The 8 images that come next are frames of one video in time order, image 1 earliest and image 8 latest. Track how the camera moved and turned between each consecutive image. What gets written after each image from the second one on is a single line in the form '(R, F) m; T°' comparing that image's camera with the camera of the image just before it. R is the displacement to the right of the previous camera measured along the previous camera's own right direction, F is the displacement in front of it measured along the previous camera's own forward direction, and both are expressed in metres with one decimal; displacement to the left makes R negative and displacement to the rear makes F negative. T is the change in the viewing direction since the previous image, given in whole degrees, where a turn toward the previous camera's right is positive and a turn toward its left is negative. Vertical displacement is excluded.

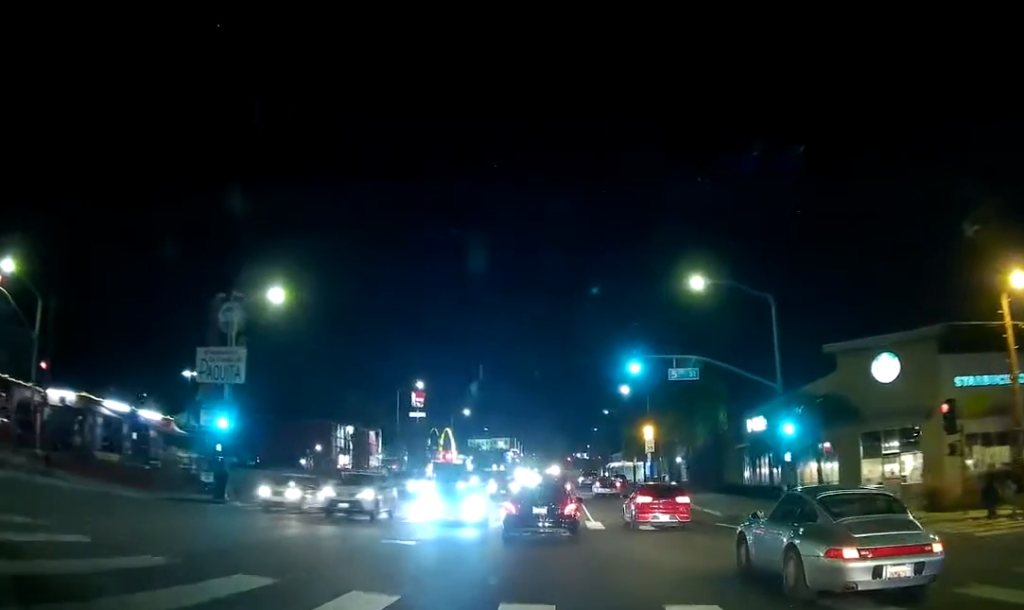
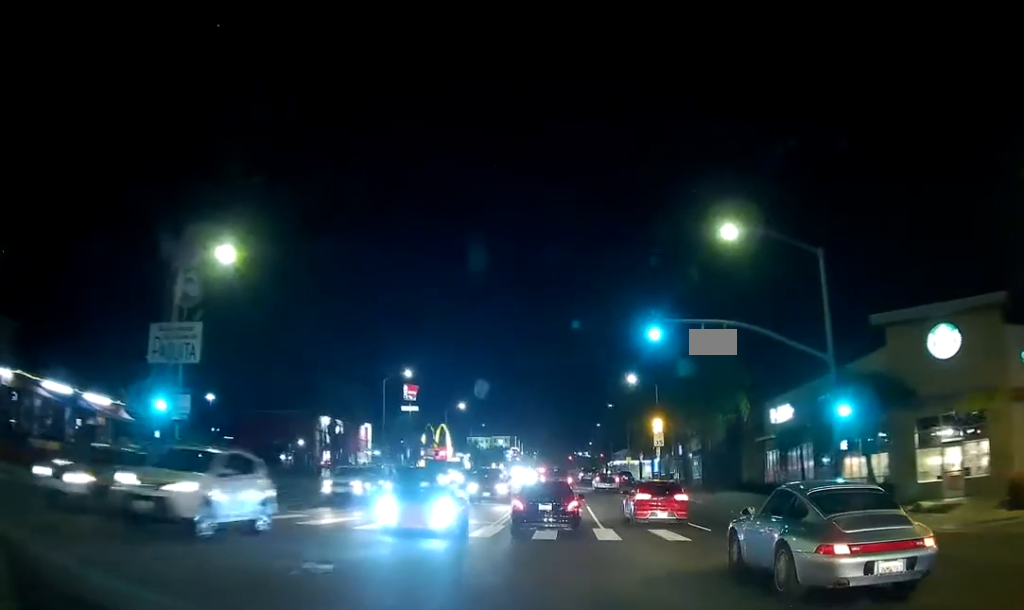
(+0.1, +6.7) m; +1°
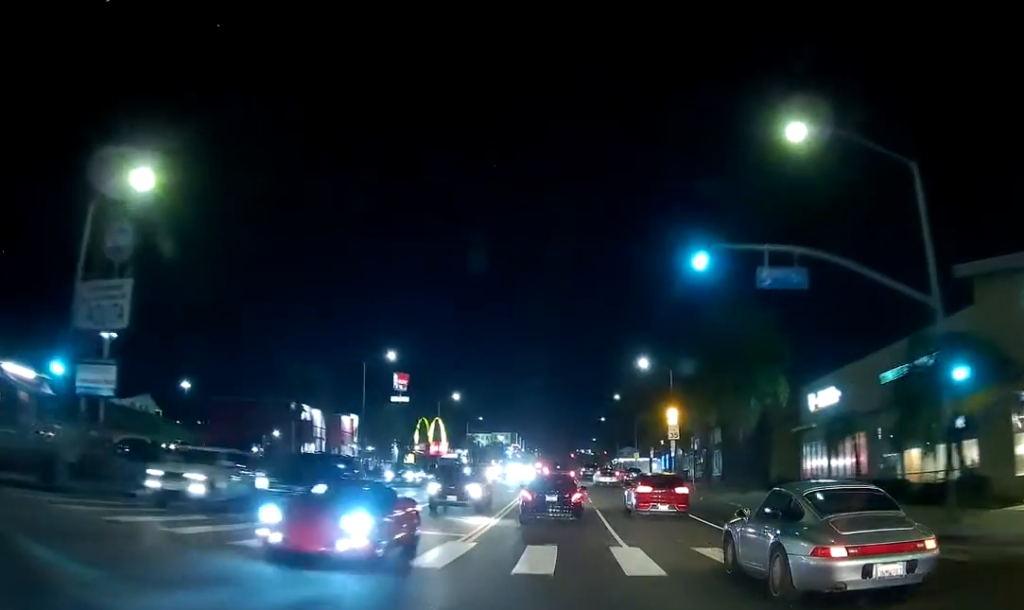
(0.0, +7.8) m; -1°
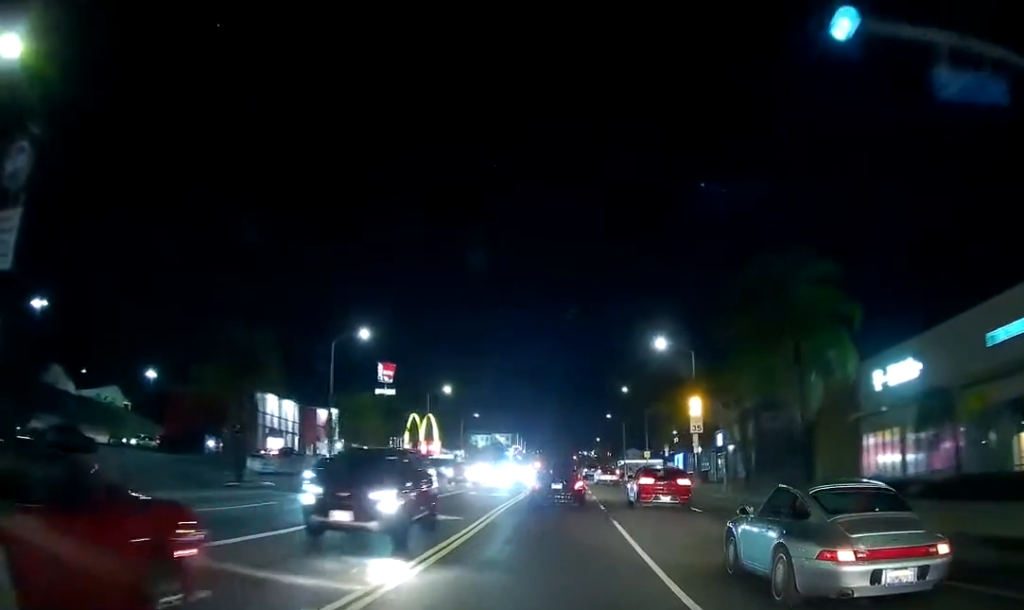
(-0.1, +9.6) m; -3°
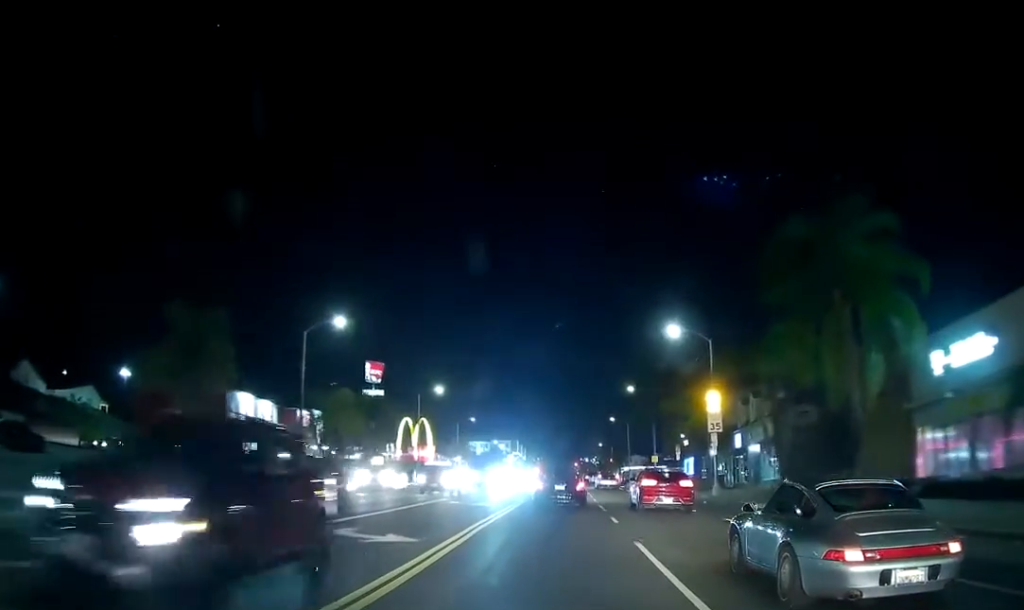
(-0.4, +6.1) m; 0°
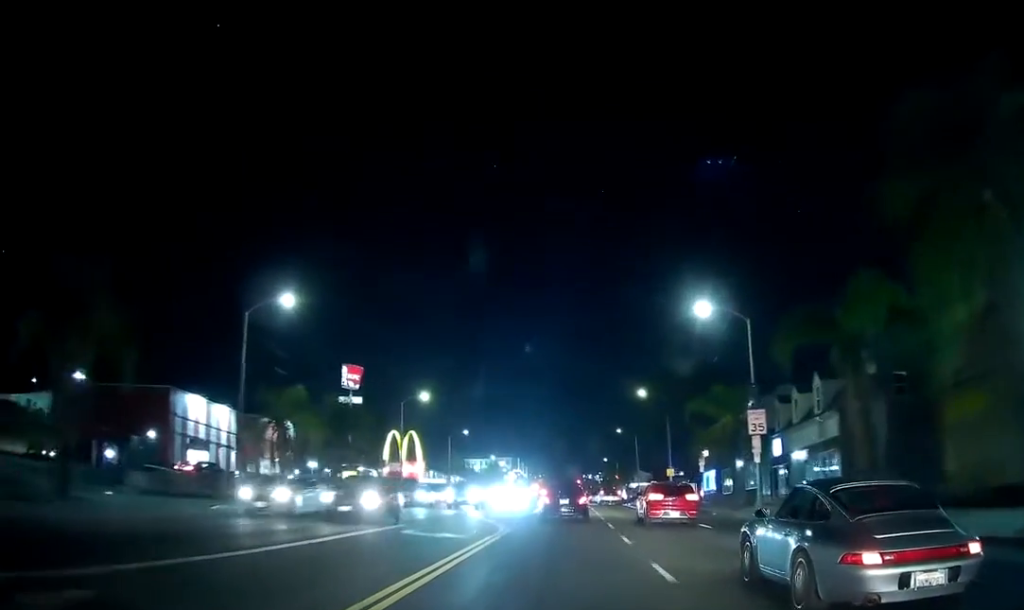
(+0.3, +8.9) m; +2°
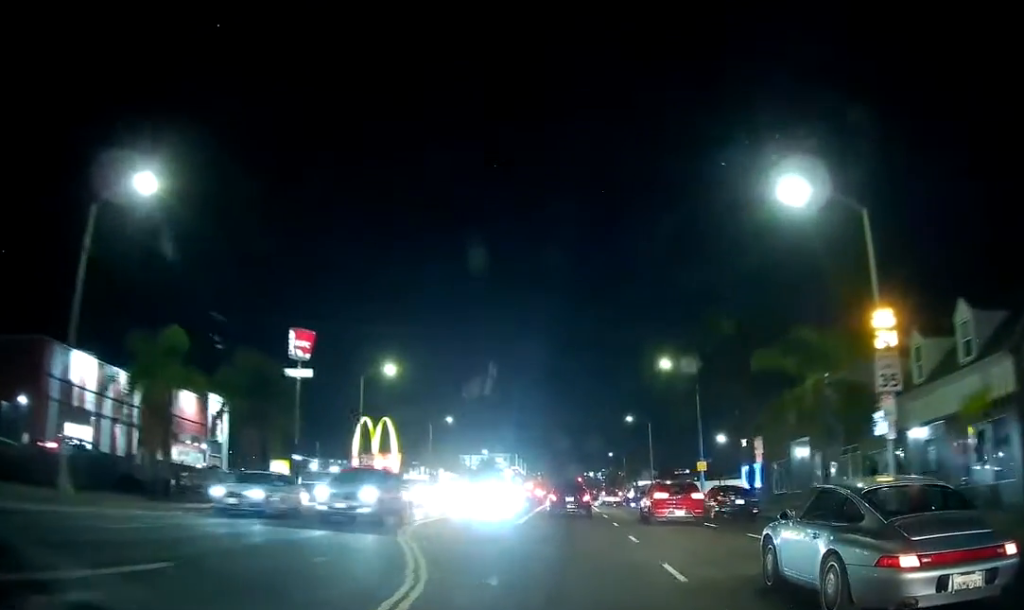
(+0.4, +14.4) m; +2°
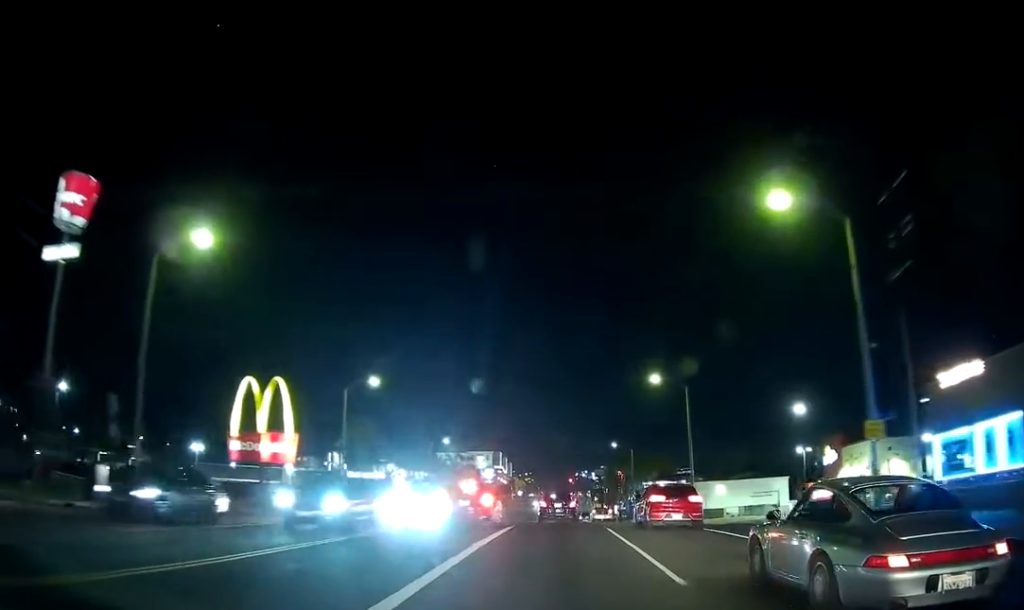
(0.0, +29.6) m; 0°
